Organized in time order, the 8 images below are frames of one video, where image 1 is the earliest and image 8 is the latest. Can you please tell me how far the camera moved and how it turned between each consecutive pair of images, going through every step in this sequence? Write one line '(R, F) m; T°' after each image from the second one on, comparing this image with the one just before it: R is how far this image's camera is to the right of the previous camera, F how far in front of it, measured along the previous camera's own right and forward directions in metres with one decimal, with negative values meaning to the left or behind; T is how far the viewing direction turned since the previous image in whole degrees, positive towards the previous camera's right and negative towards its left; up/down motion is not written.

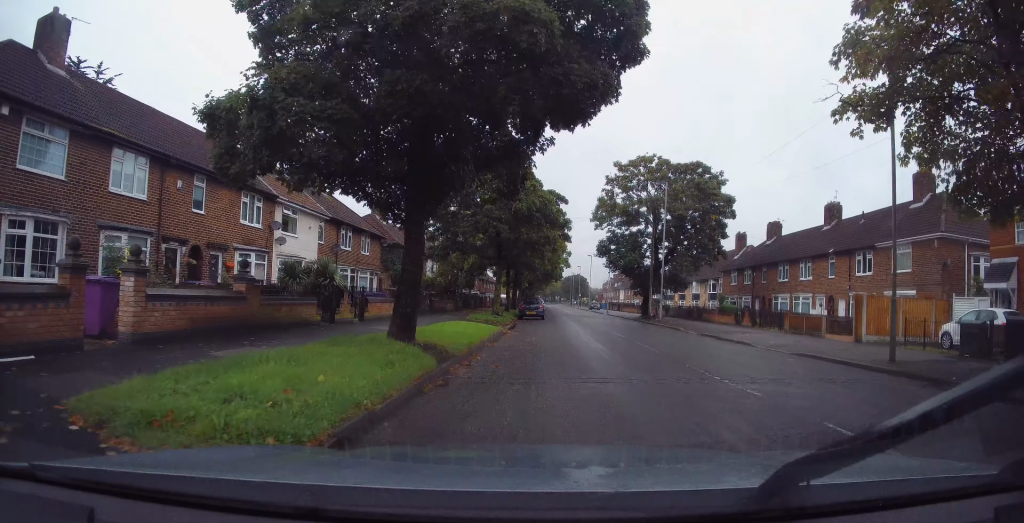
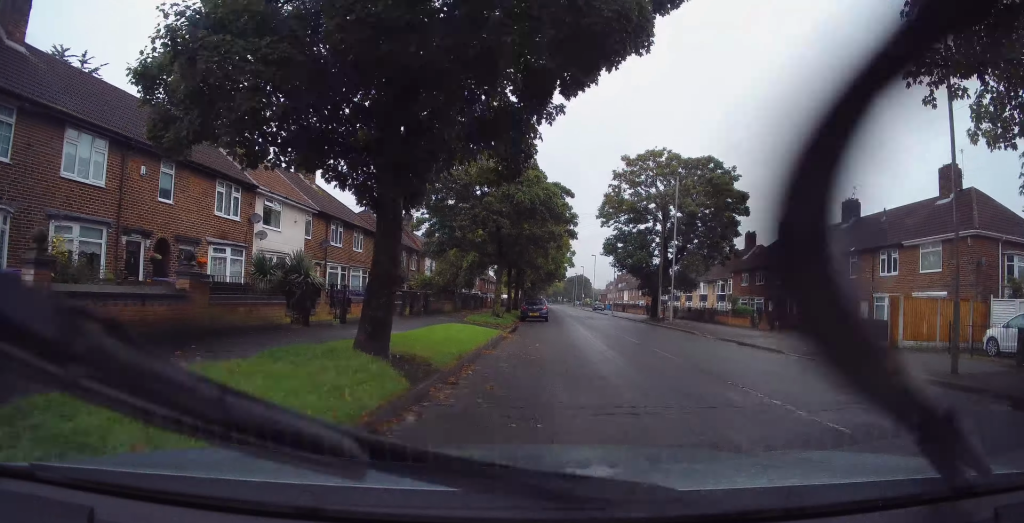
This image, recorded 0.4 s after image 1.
(0.0, +2.4) m; +1°
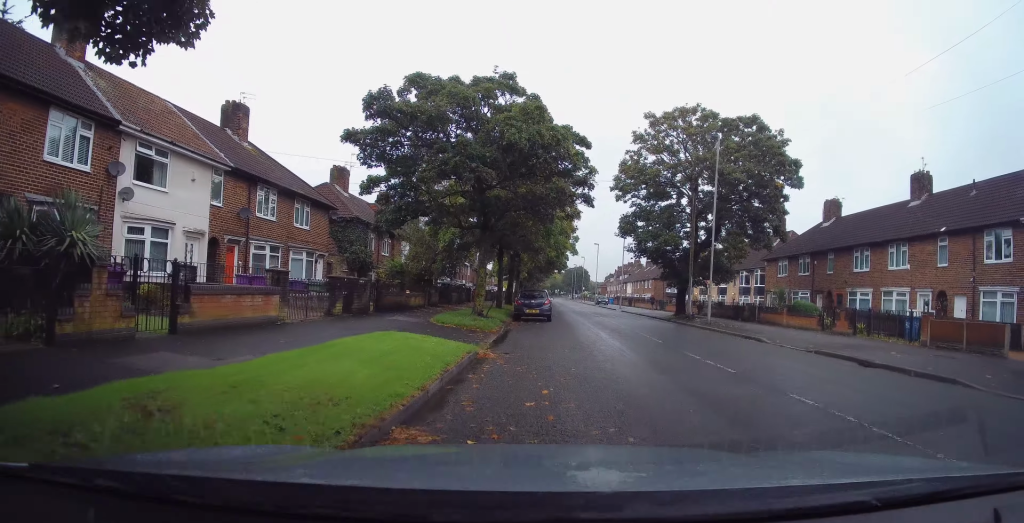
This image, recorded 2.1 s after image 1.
(+0.2, +9.0) m; +1°
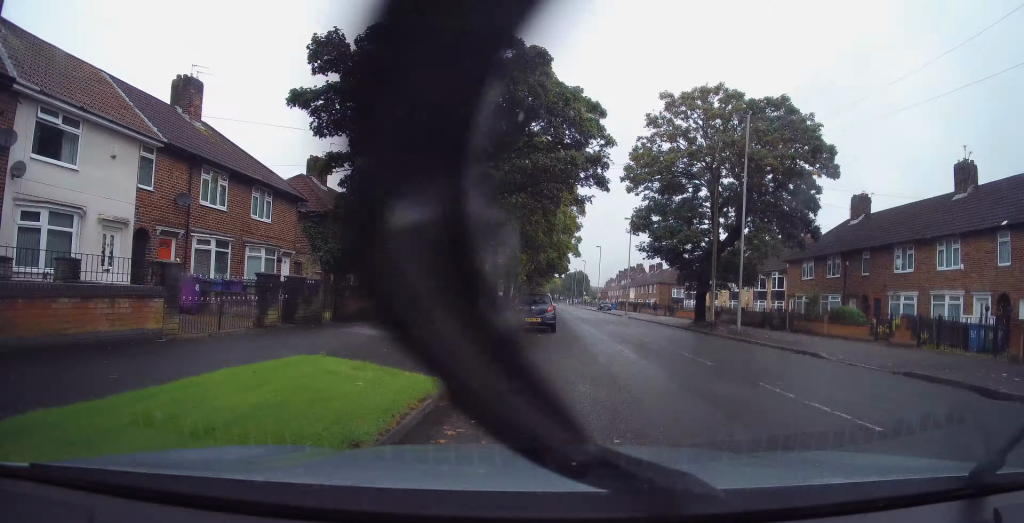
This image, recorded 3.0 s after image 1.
(0.0, +4.5) m; -3°
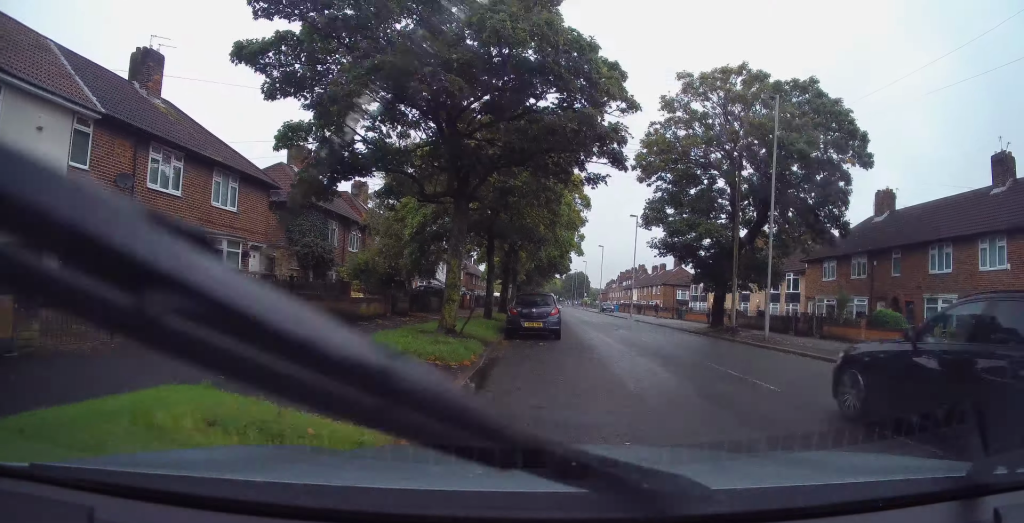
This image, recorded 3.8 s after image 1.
(-0.2, +3.4) m; -1°
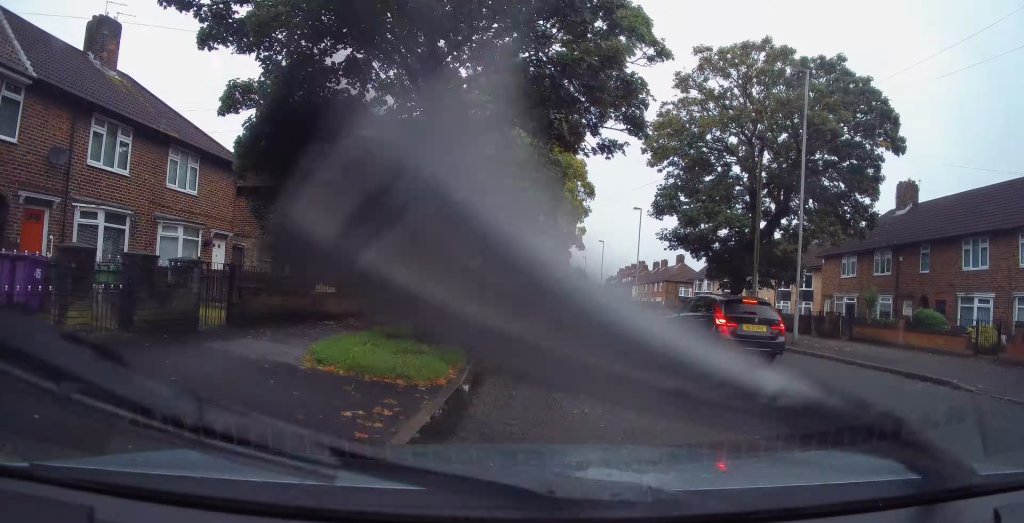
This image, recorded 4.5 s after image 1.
(0.0, +2.9) m; +1°
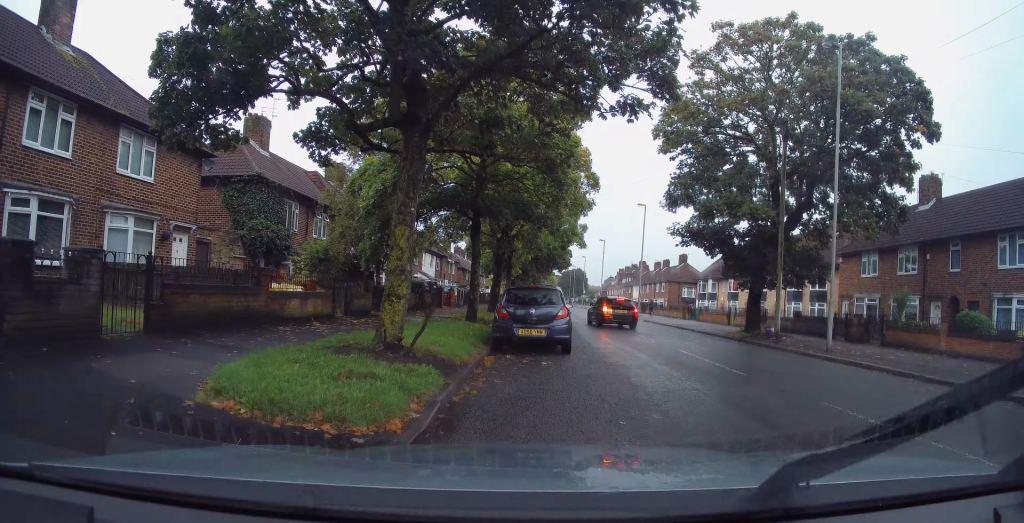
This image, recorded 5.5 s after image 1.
(+0.1, +2.9) m; +4°
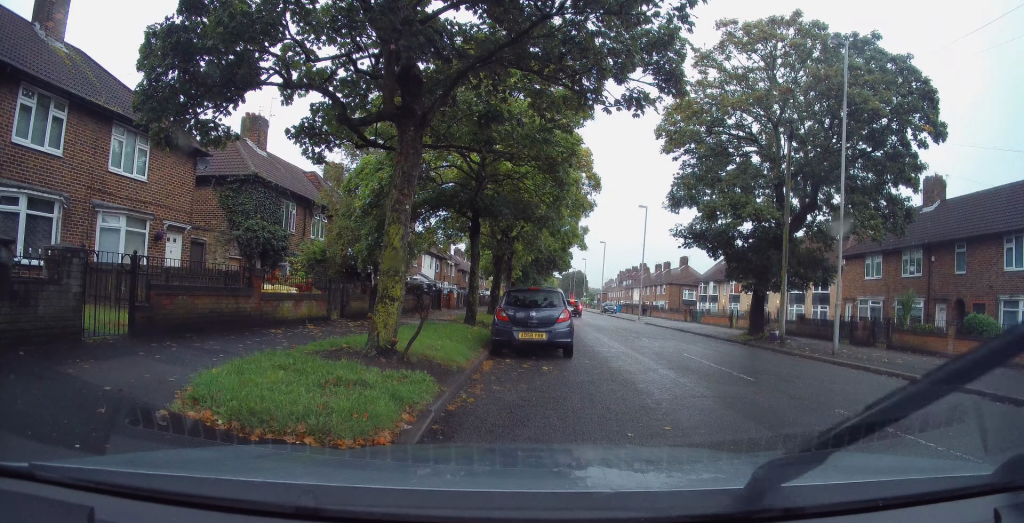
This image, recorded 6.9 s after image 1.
(+0.2, +1.0) m; 0°
